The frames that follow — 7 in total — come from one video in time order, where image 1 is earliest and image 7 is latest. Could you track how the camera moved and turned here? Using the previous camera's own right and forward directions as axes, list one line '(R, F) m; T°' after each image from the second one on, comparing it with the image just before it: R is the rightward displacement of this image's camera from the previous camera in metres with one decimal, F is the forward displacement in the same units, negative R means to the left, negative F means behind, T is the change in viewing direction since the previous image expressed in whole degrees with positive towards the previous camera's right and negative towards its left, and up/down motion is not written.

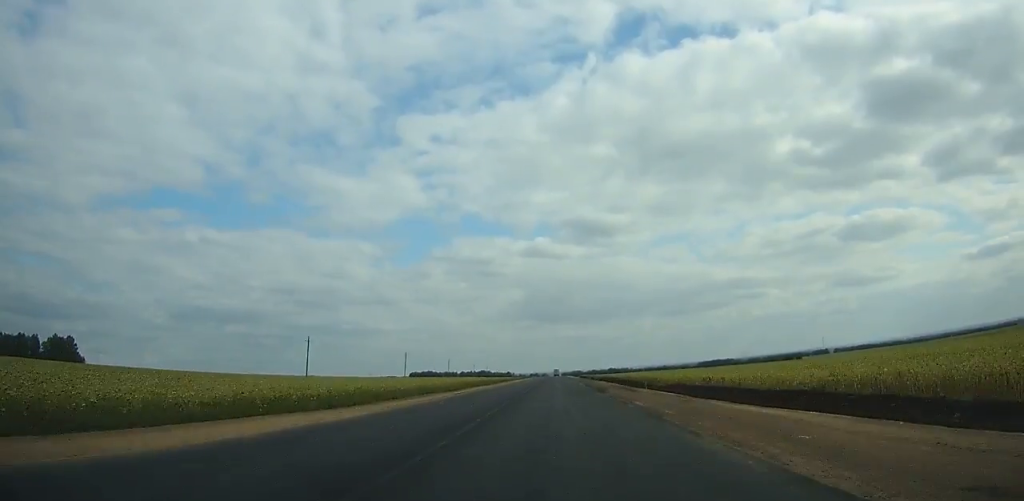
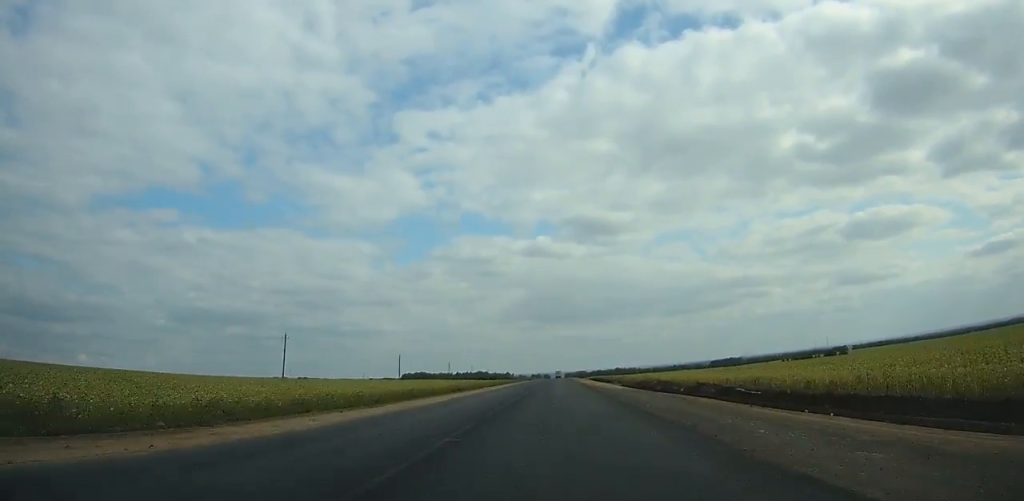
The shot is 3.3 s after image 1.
(-0.2, +84.7) m; 0°
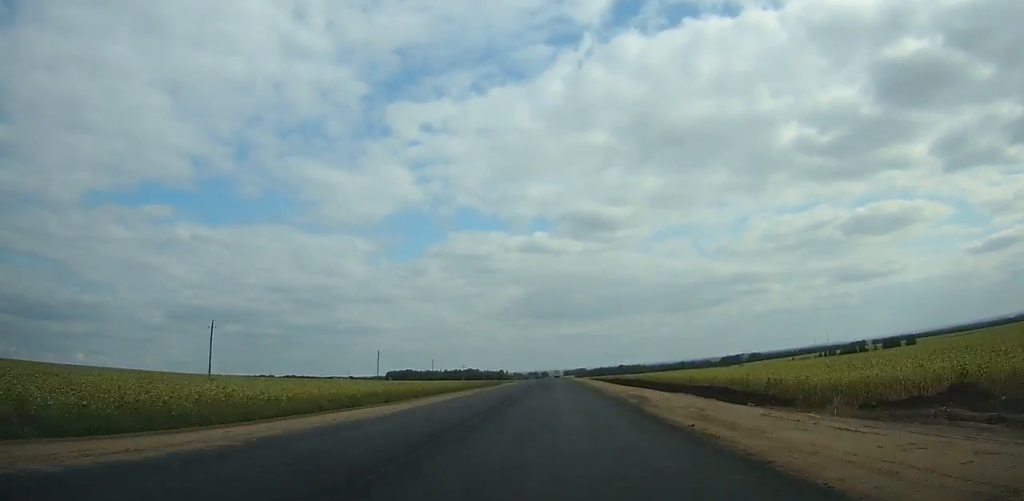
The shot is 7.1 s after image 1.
(-0.1, +98.2) m; 0°
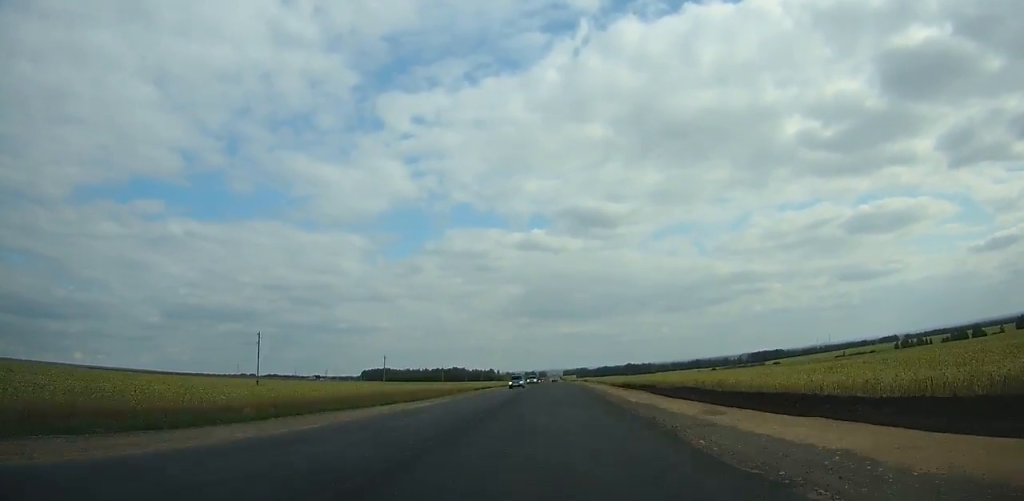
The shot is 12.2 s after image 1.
(+0.1, +133.5) m; 0°
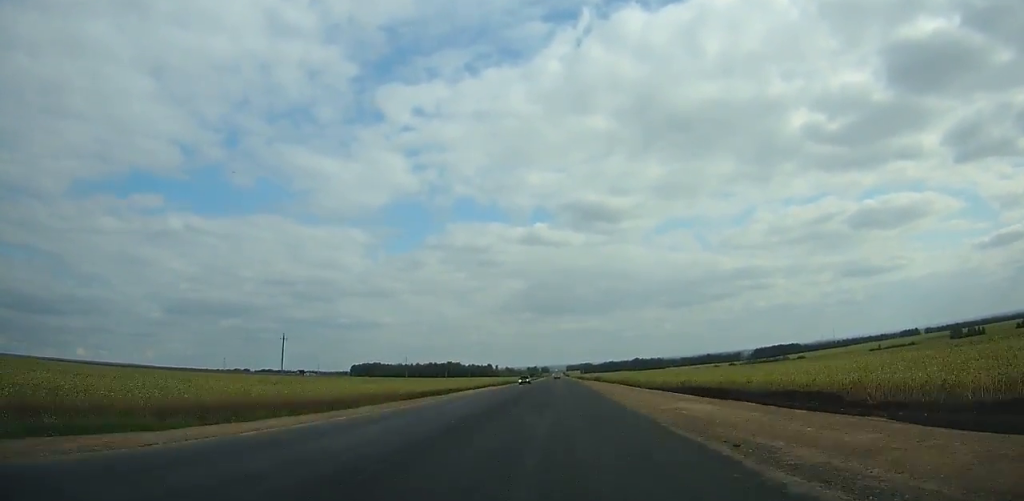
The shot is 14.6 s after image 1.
(0.0, +63.4) m; 0°
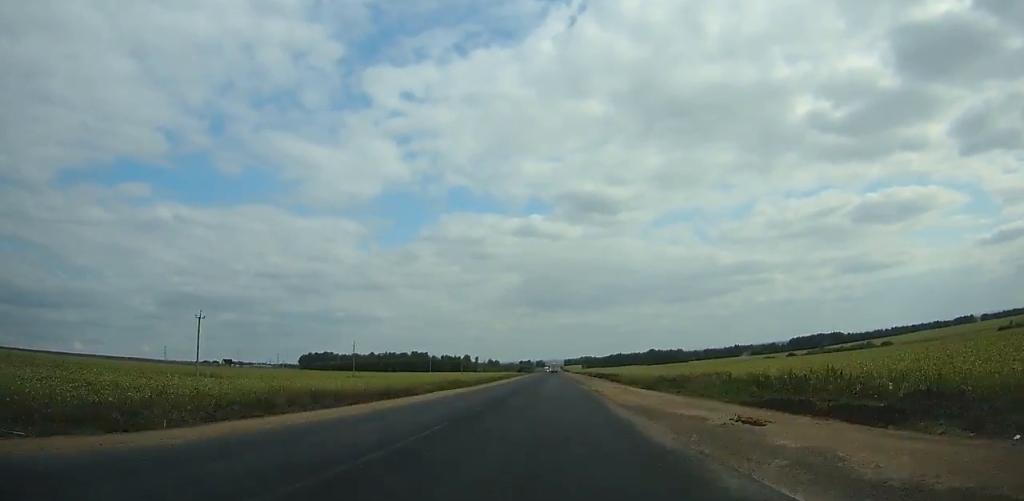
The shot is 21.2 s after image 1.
(-0.5, +173.8) m; 0°
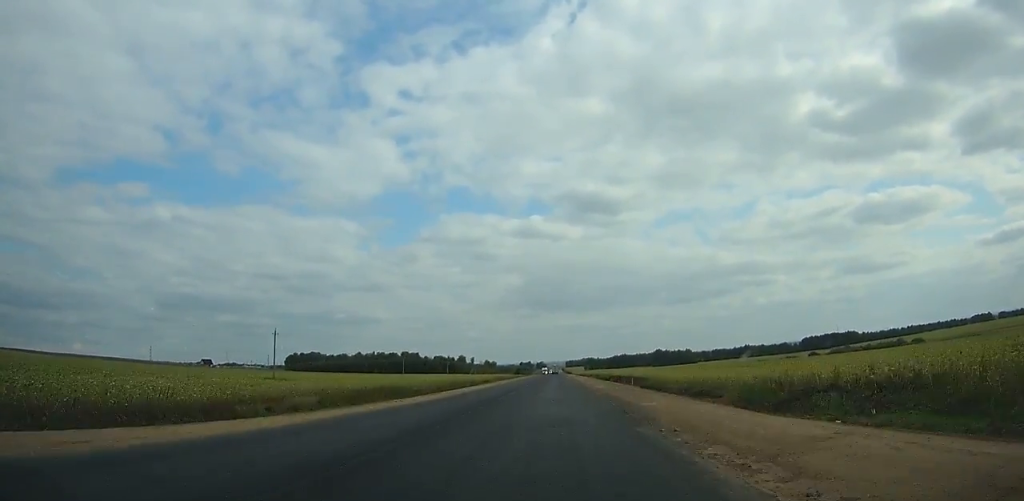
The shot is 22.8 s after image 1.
(0.0, +41.6) m; 0°
